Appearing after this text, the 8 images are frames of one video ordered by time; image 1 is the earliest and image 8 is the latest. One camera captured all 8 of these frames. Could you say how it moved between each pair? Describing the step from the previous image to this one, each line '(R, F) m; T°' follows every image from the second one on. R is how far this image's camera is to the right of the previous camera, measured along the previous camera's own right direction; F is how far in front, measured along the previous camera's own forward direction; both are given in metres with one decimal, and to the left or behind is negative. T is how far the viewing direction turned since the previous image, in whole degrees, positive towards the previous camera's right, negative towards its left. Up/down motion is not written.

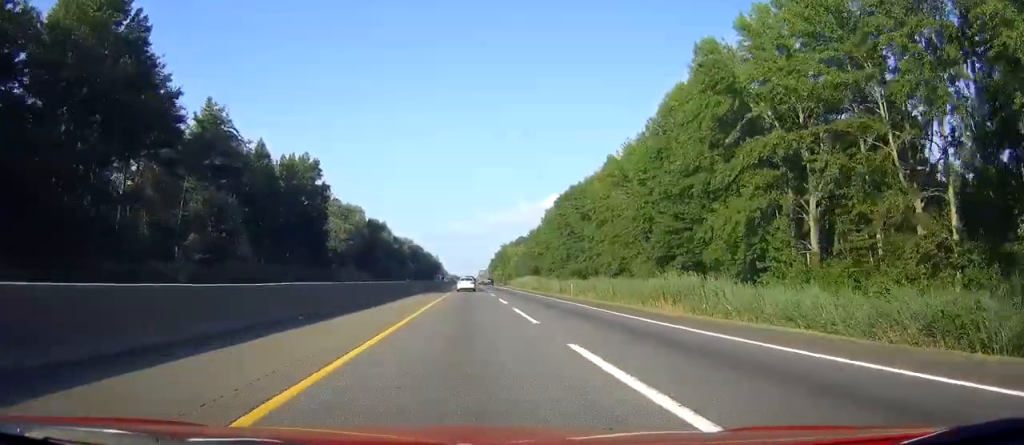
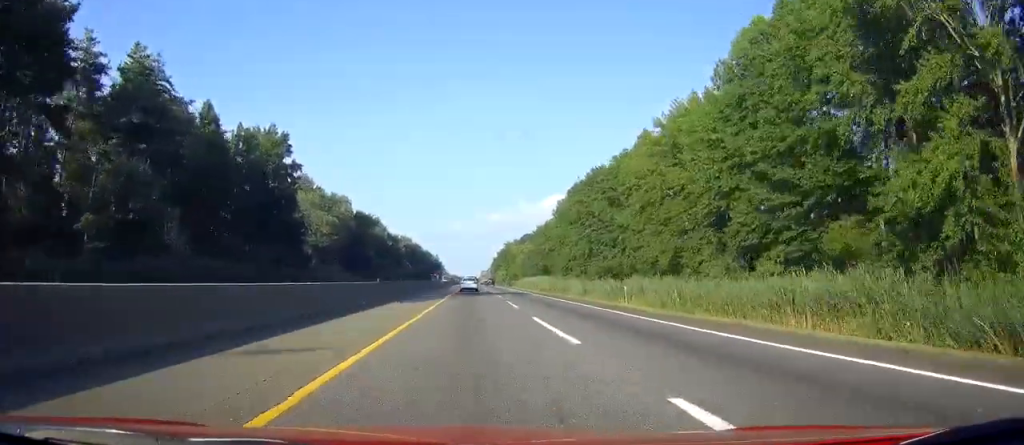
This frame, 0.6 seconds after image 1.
(+0.1, +21.3) m; 0°
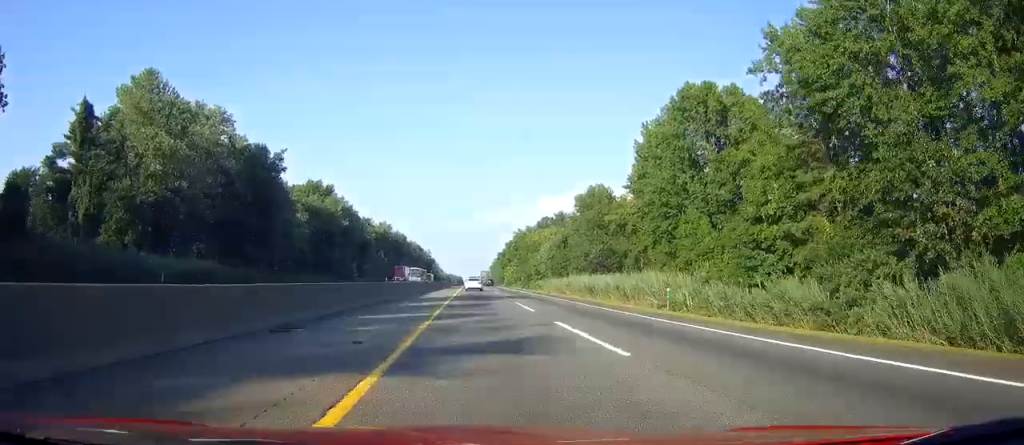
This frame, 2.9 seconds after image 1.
(+0.1, +78.1) m; 0°
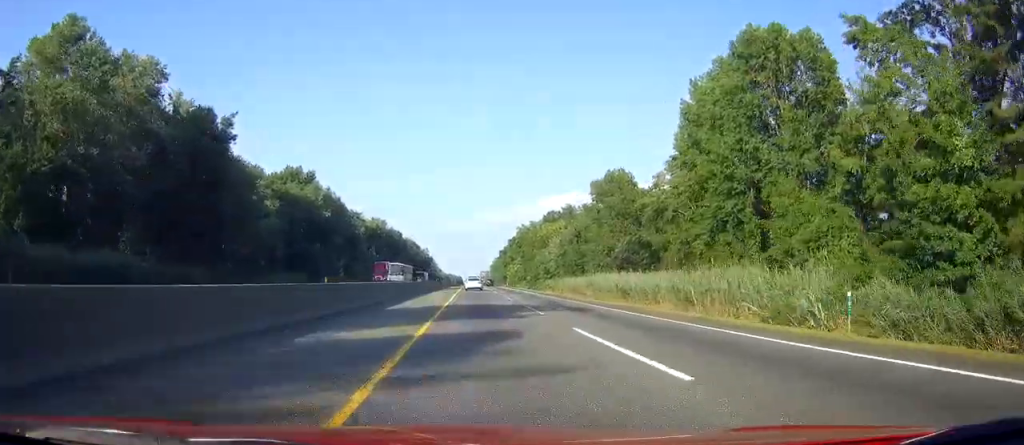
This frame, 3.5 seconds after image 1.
(-0.1, +18.3) m; 0°
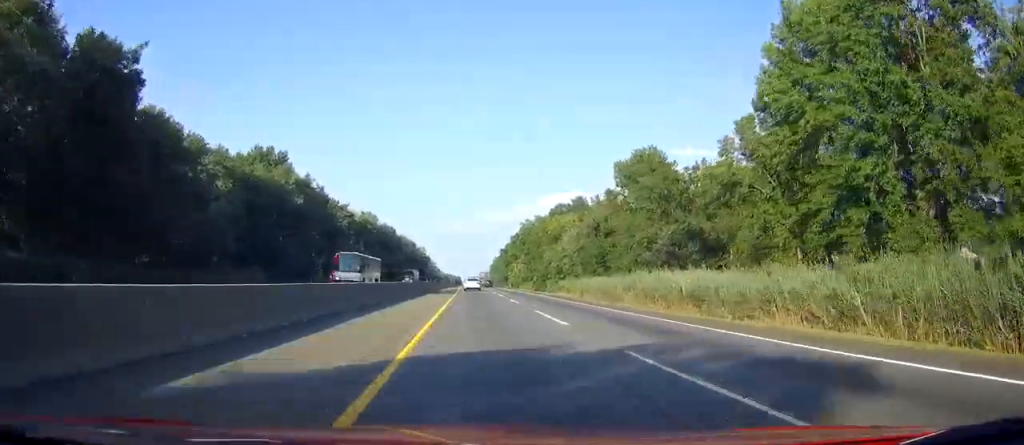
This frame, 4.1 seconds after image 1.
(0.0, +20.6) m; 0°
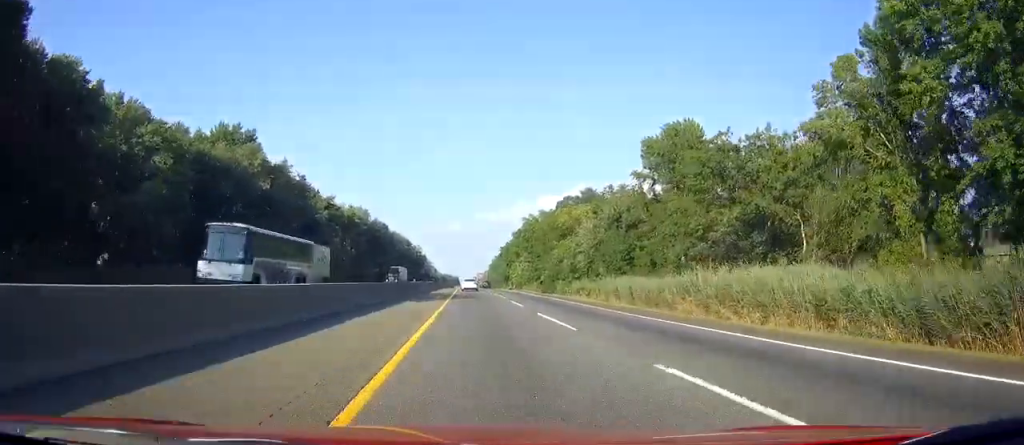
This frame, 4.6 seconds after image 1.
(0.0, +17.2) m; 0°
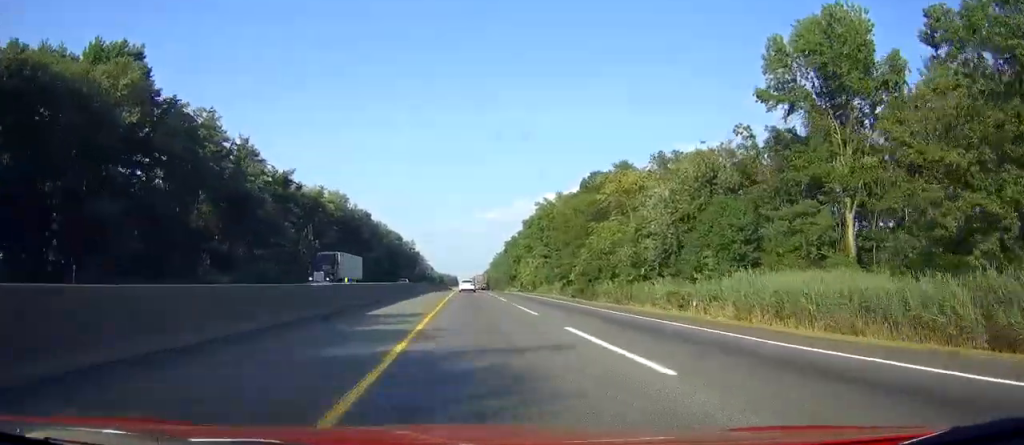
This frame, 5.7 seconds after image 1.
(+0.3, +37.8) m; 0°
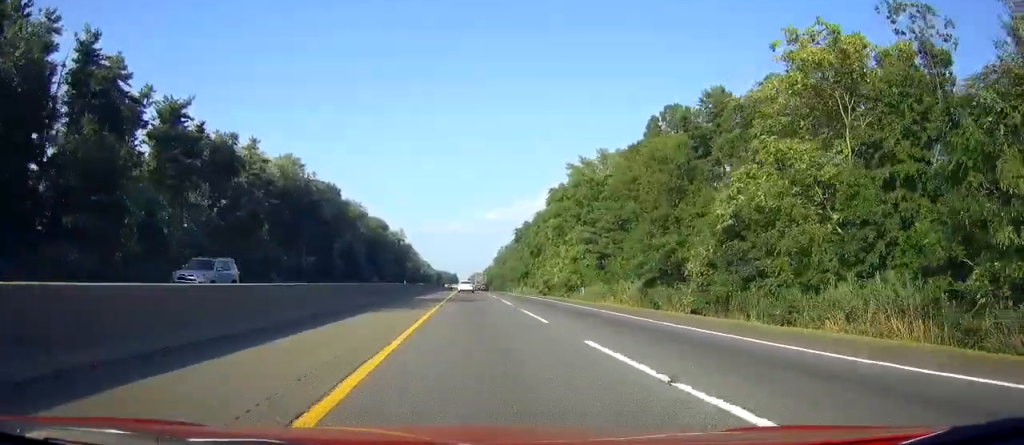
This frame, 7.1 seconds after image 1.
(-0.1, +49.4) m; -1°
